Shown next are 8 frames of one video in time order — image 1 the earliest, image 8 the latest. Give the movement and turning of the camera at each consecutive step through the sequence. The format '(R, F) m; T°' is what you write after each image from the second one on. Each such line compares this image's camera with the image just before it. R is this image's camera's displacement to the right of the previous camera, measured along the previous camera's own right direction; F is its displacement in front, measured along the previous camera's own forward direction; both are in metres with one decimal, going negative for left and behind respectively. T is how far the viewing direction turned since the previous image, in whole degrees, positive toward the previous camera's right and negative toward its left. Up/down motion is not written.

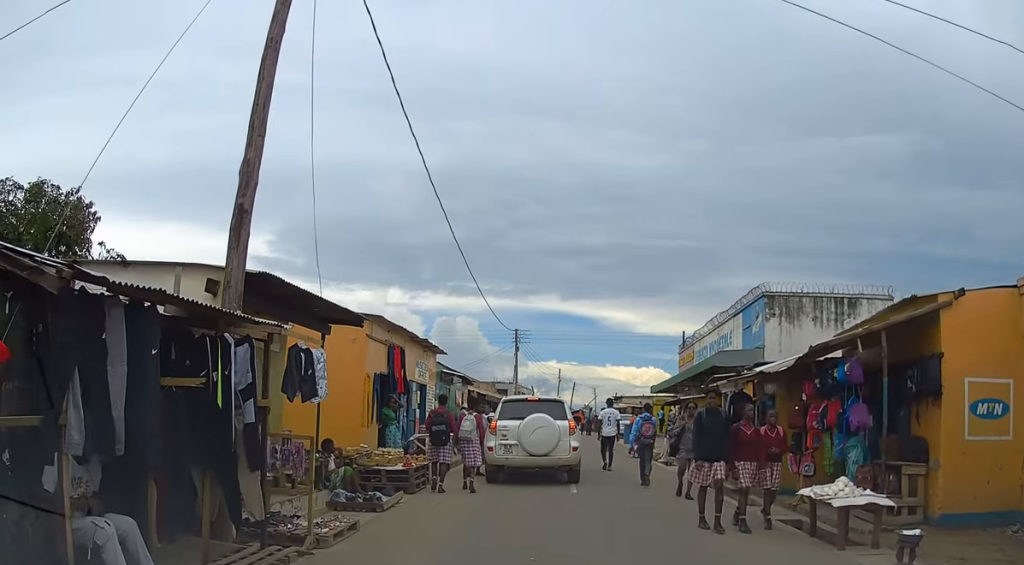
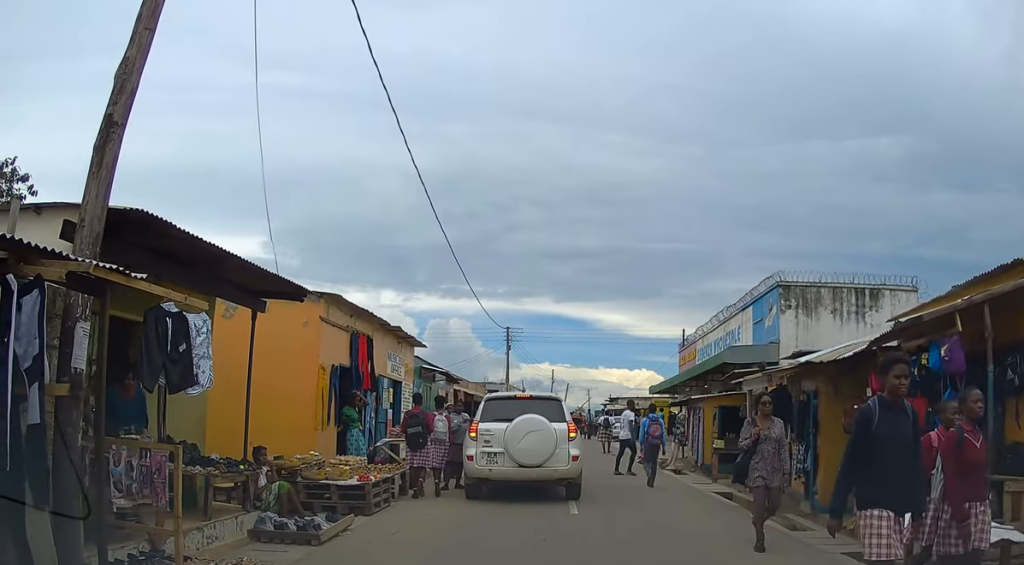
(+0.2, +2.9) m; +2°
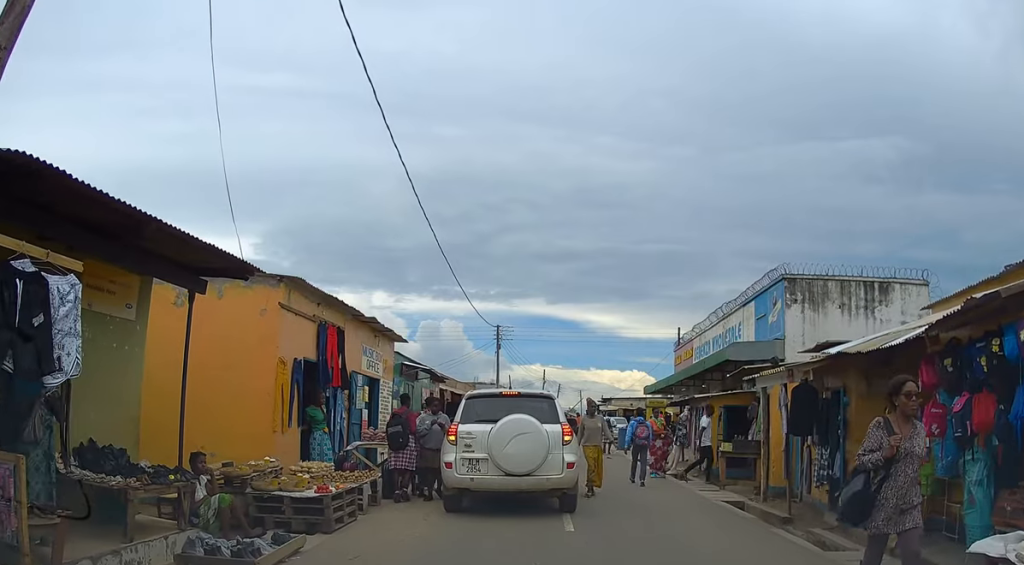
(-0.2, +1.4) m; 0°
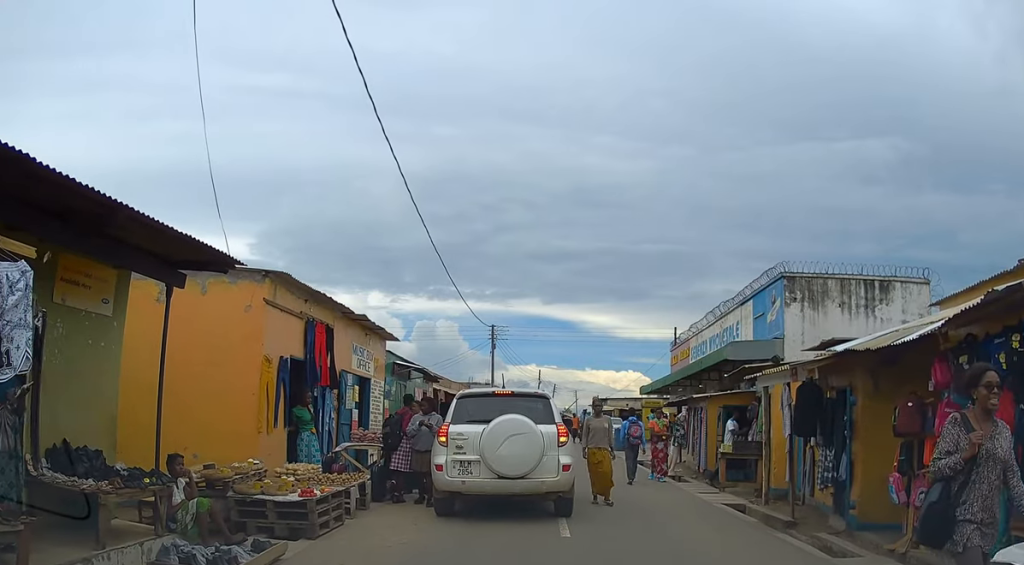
(0.0, +0.4) m; 0°
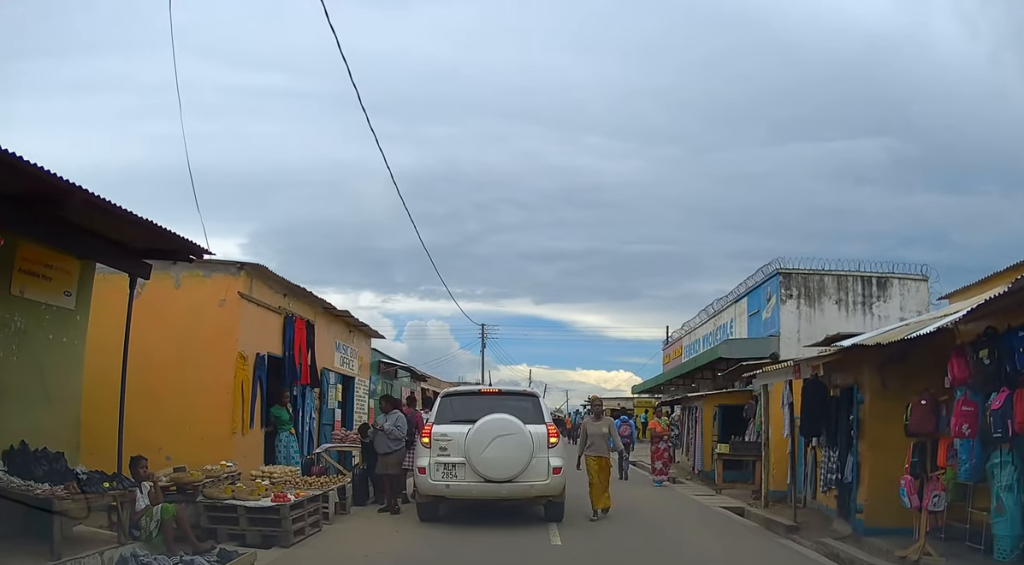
(+0.1, +0.5) m; 0°
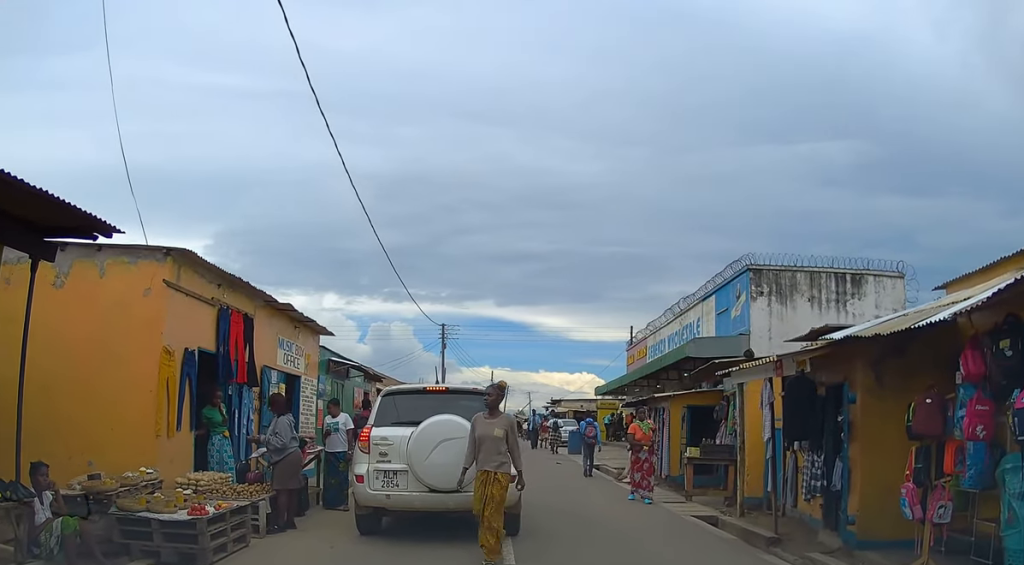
(+0.2, +1.1) m; 0°
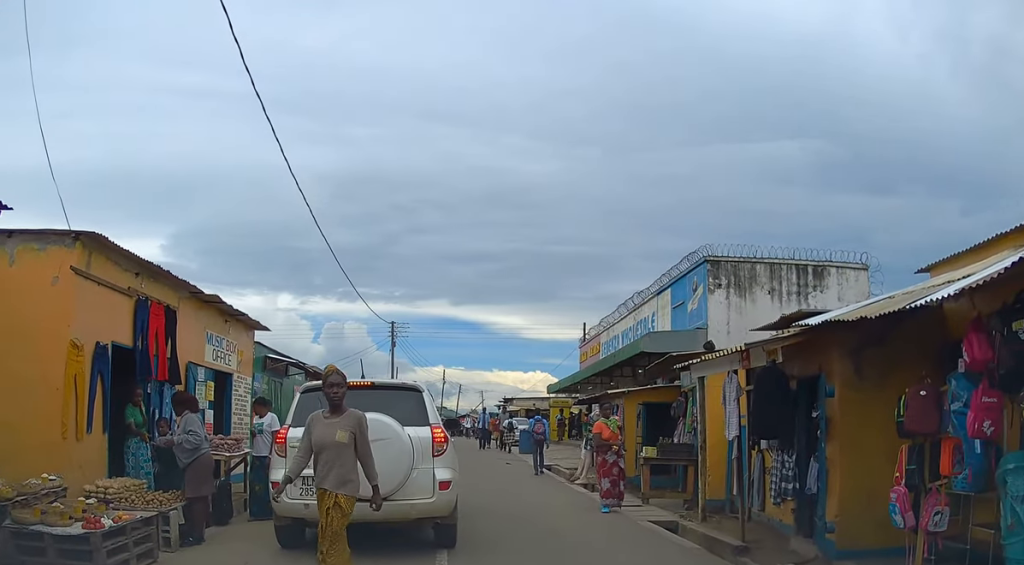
(+0.2, +0.6) m; 0°
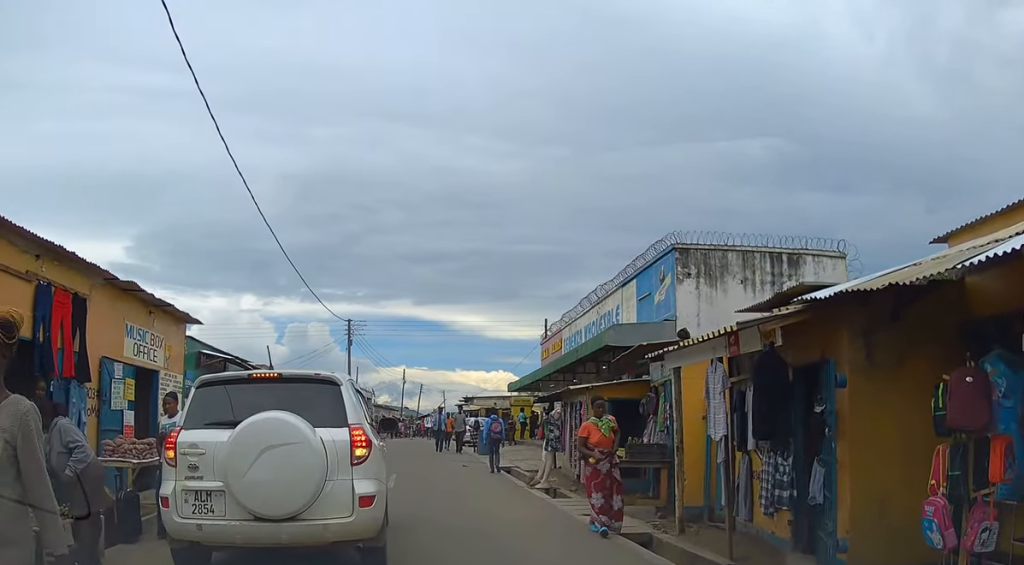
(+0.4, +1.0) m; 0°
